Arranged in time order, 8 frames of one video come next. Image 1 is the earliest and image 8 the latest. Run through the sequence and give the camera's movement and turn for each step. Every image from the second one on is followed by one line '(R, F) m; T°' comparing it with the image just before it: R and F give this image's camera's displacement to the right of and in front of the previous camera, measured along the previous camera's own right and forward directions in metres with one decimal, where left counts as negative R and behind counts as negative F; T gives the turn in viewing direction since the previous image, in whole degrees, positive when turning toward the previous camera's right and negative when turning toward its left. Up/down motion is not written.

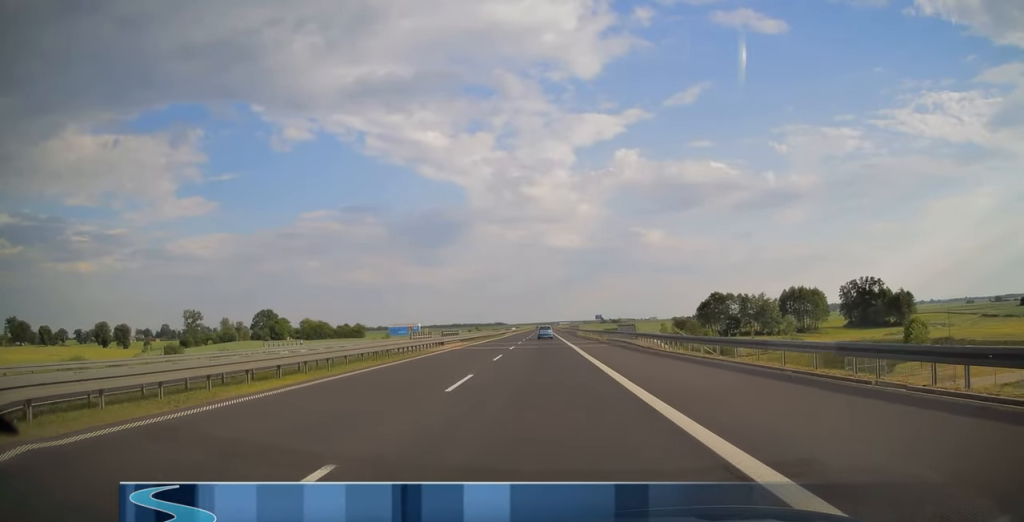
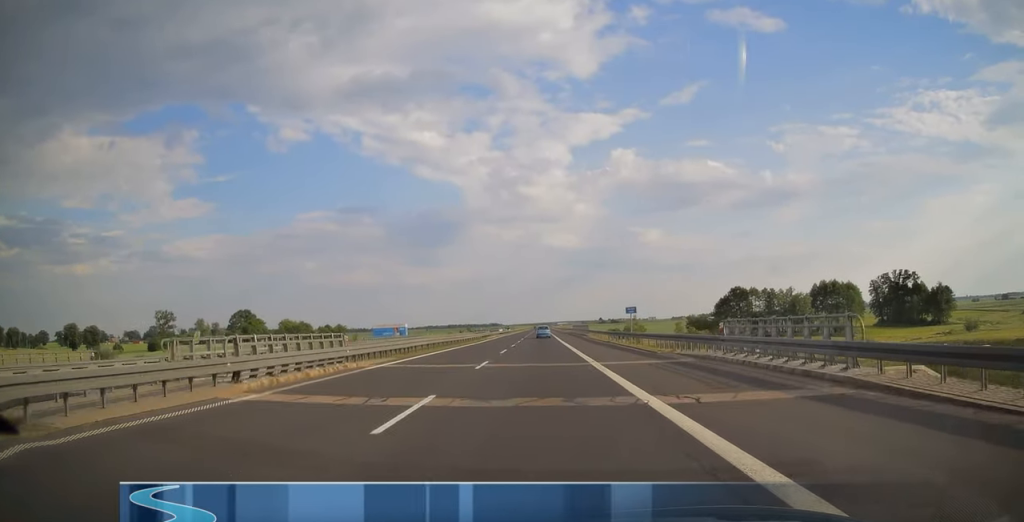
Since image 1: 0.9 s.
(0.0, +29.4) m; 0°
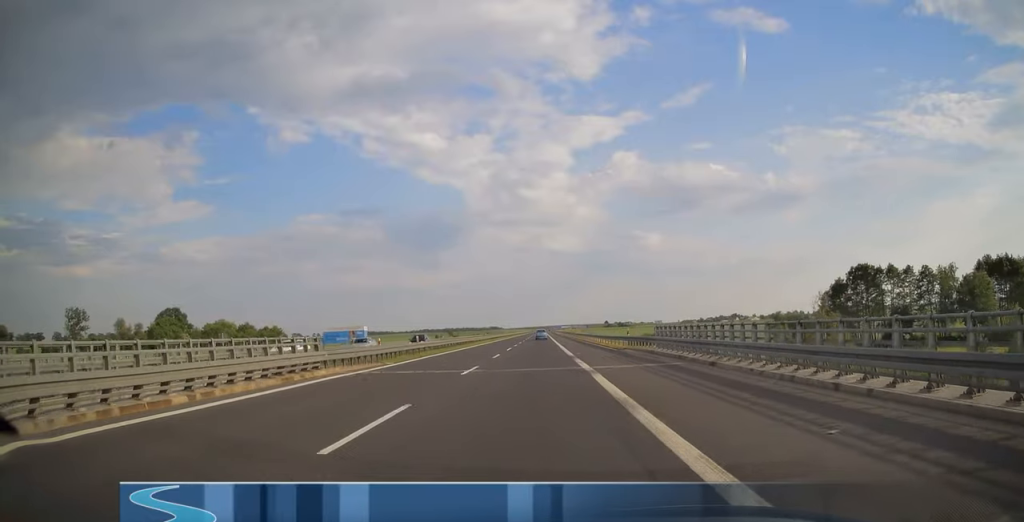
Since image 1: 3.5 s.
(0.0, +84.5) m; 0°
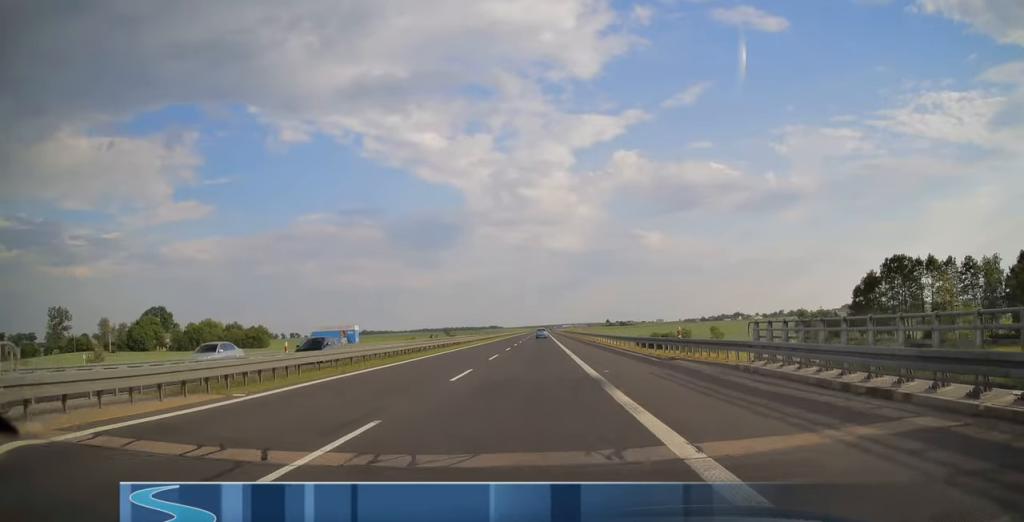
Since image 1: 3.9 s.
(0.0, +14.1) m; 0°
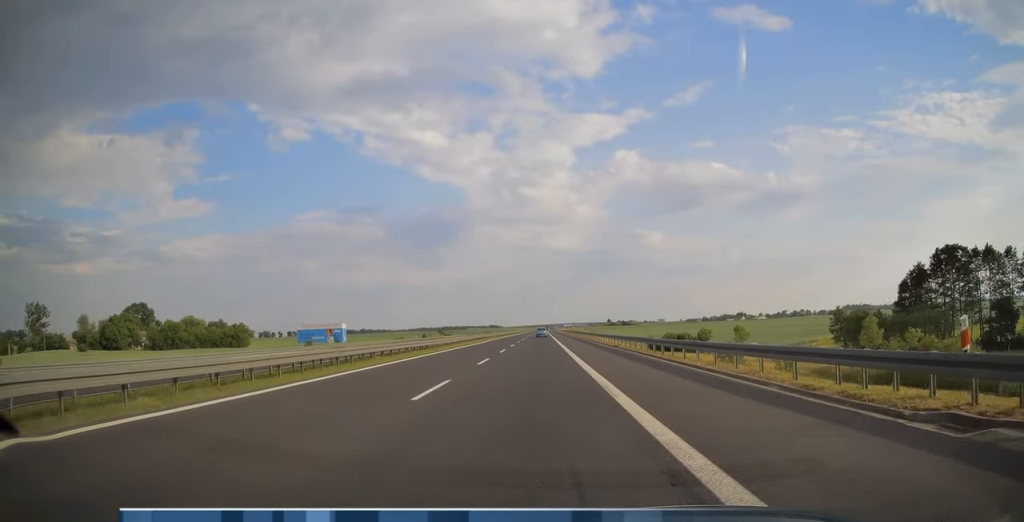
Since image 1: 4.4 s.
(0.0, +16.9) m; 0°
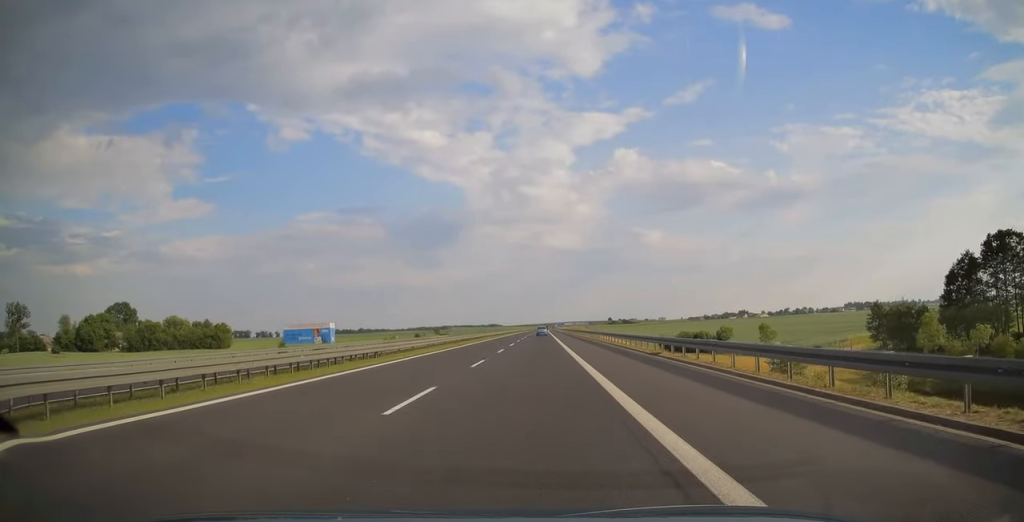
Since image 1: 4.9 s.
(0.0, +14.1) m; 0°
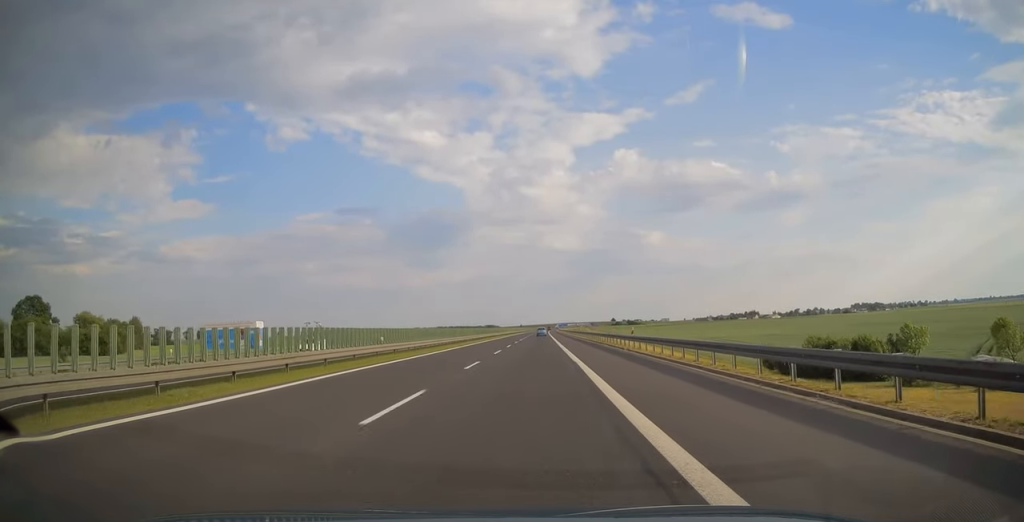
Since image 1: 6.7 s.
(-0.1, +60.4) m; 0°
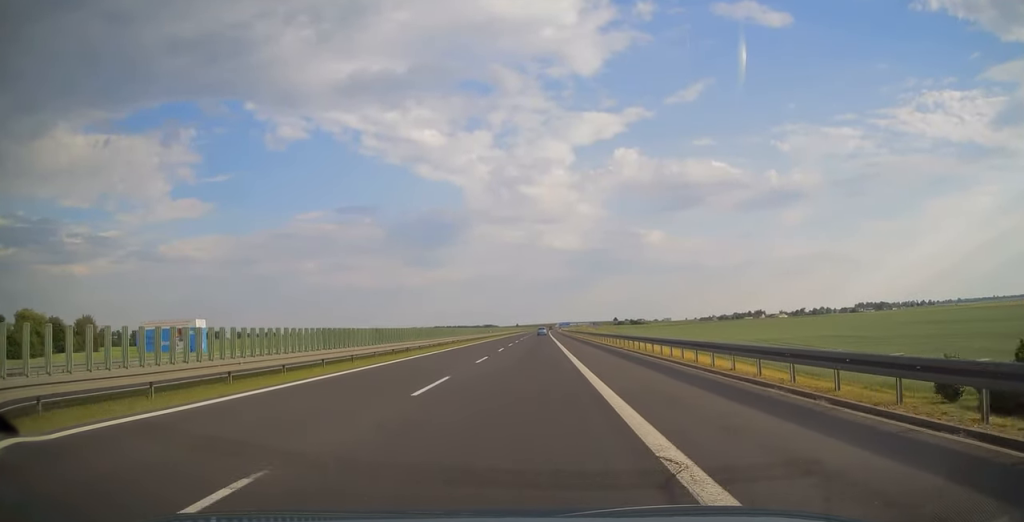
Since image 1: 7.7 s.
(+0.1, +32.2) m; 0°
